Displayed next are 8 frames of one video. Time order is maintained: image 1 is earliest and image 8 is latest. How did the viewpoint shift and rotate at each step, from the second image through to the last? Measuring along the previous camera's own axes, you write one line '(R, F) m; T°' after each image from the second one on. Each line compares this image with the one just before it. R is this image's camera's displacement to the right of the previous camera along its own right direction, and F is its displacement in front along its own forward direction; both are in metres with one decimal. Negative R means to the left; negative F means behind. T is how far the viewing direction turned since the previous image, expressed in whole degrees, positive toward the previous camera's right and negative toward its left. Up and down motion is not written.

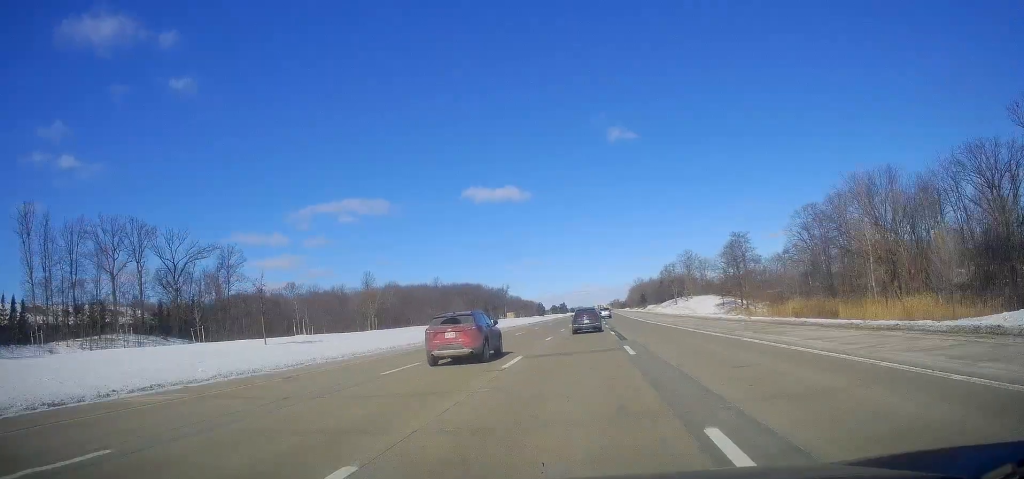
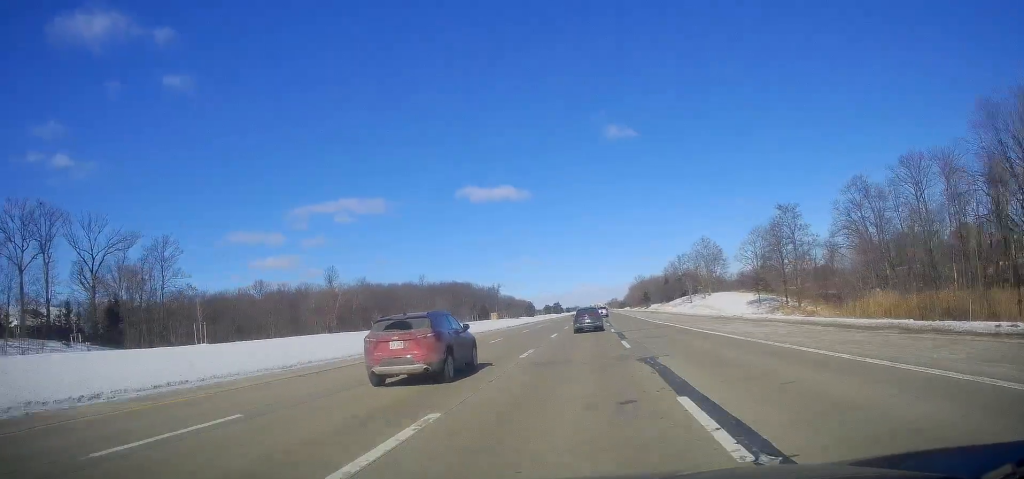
(+0.5, +27.1) m; +1°
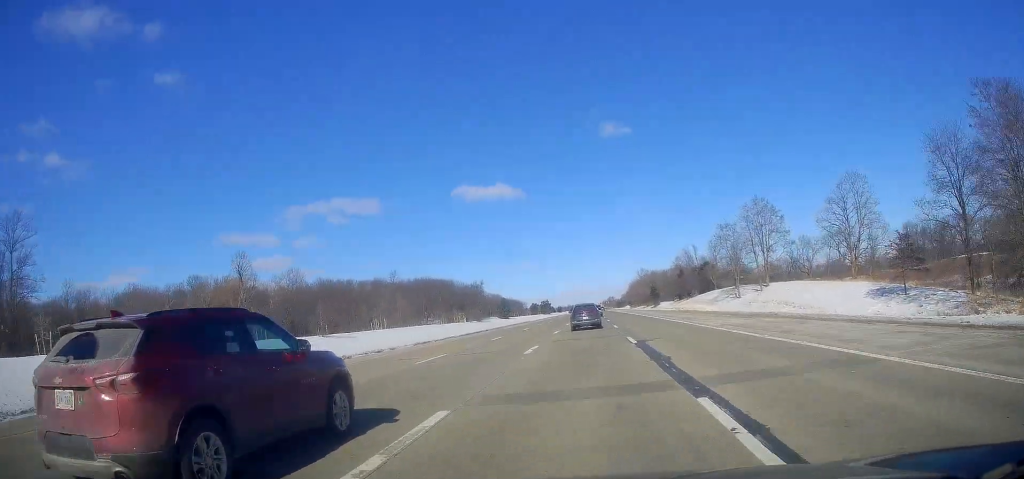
(-0.4, +45.5) m; 0°
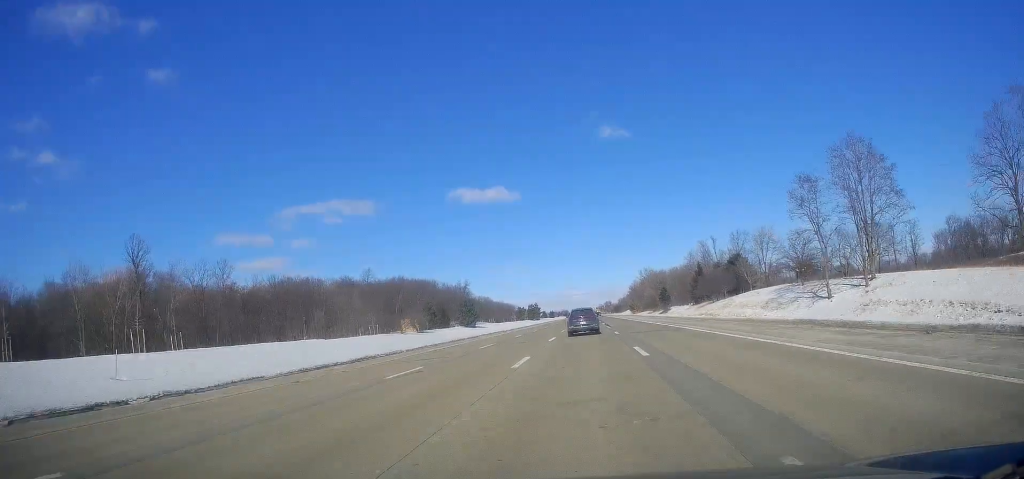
(+0.2, +34.3) m; +1°
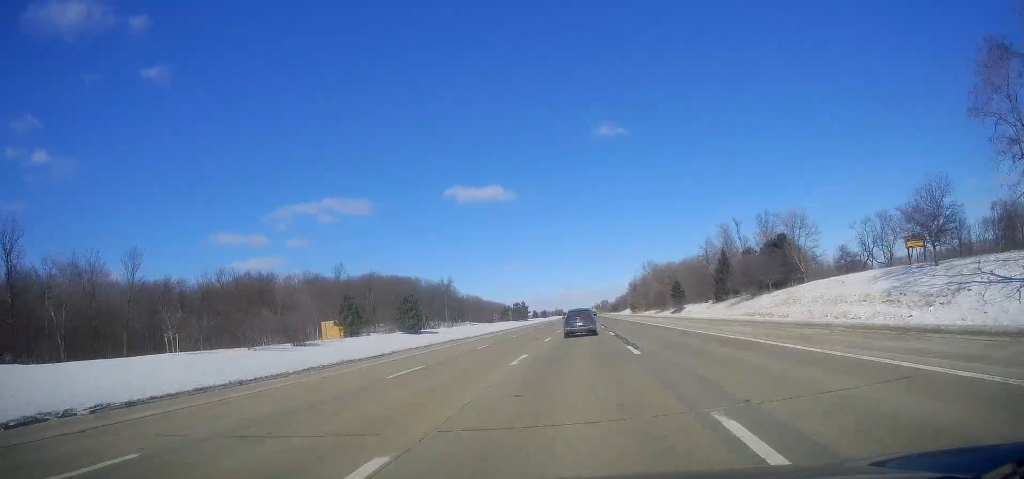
(+0.2, +29.8) m; 0°
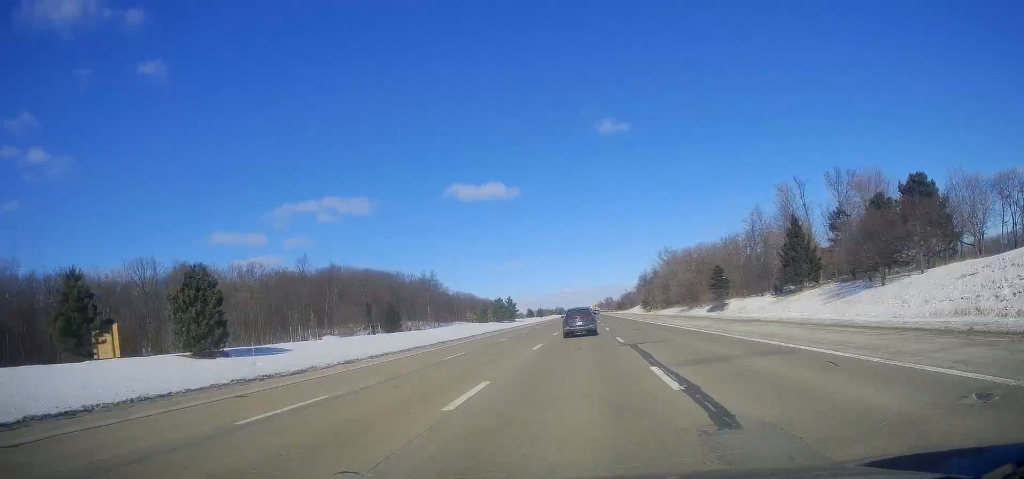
(0.0, +38.9) m; 0°
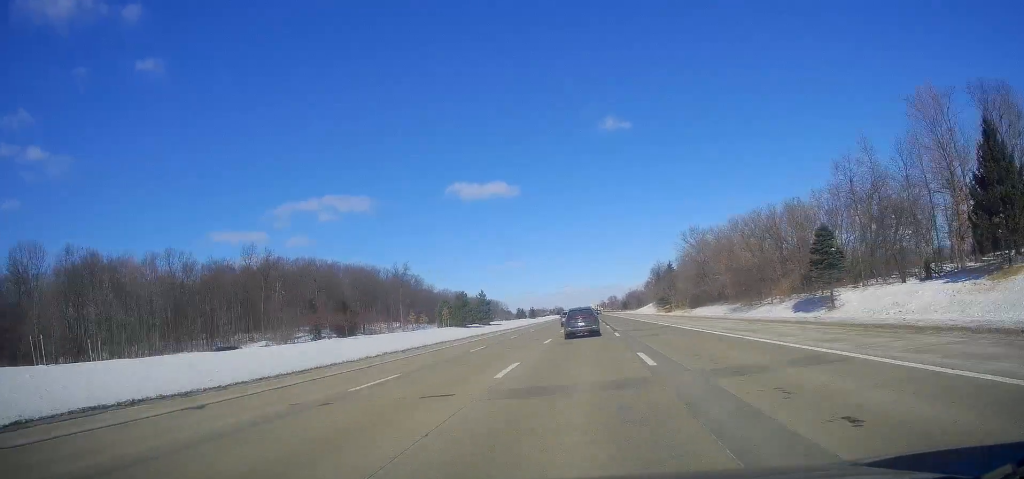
(+0.4, +41.1) m; 0°
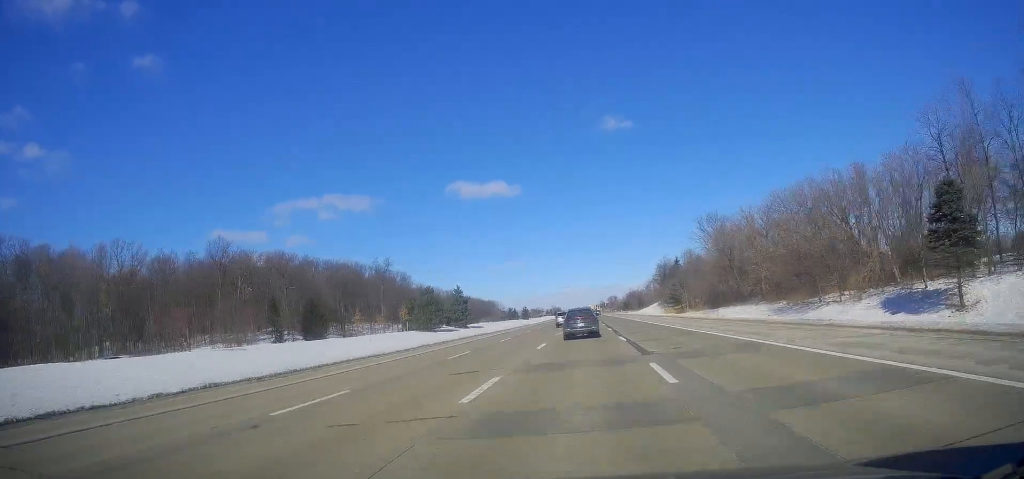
(-0.2, +19.4) m; 0°
